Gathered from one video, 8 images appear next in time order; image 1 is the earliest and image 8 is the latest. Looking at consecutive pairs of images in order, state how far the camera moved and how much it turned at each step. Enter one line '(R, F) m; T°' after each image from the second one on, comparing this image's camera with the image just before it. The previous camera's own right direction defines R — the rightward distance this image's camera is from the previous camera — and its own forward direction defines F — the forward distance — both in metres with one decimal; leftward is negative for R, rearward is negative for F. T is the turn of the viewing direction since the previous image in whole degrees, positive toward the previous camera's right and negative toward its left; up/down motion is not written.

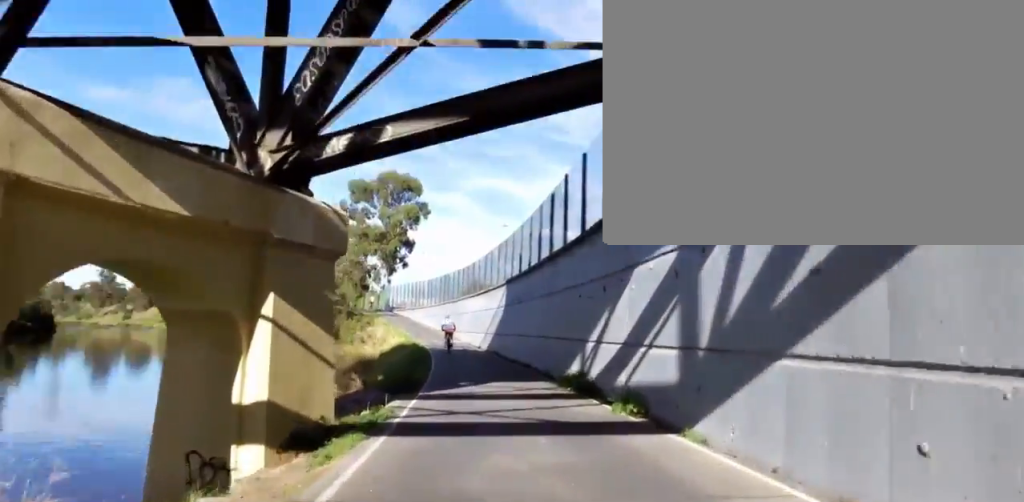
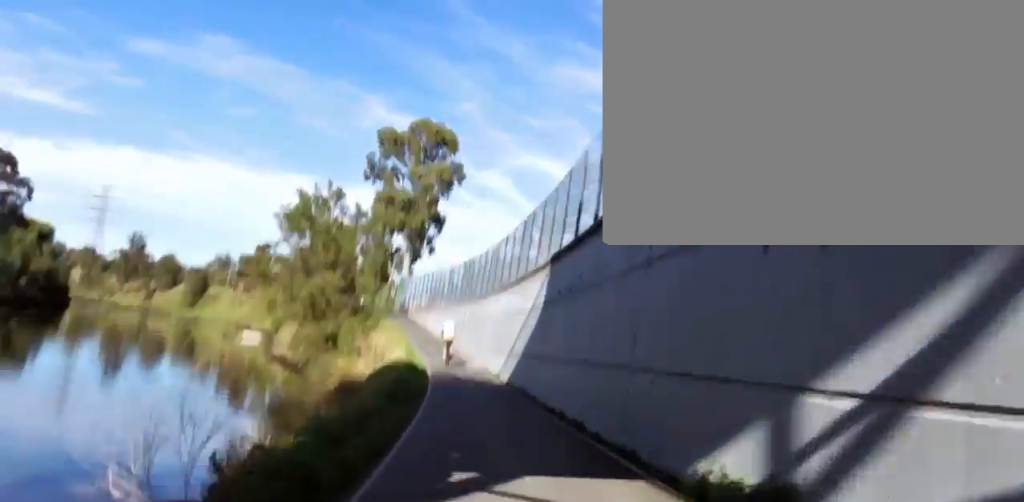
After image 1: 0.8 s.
(-0.2, +8.5) m; -2°
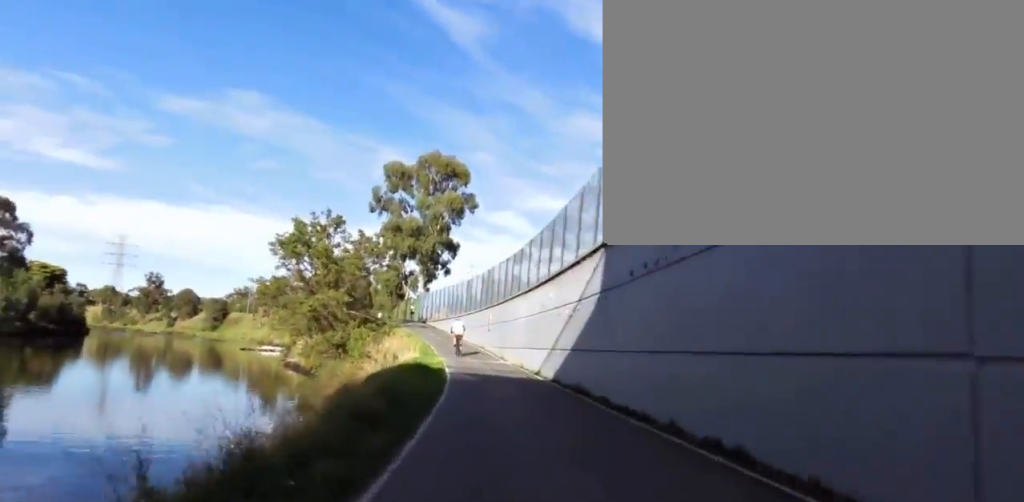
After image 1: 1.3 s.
(+0.1, +6.3) m; 0°
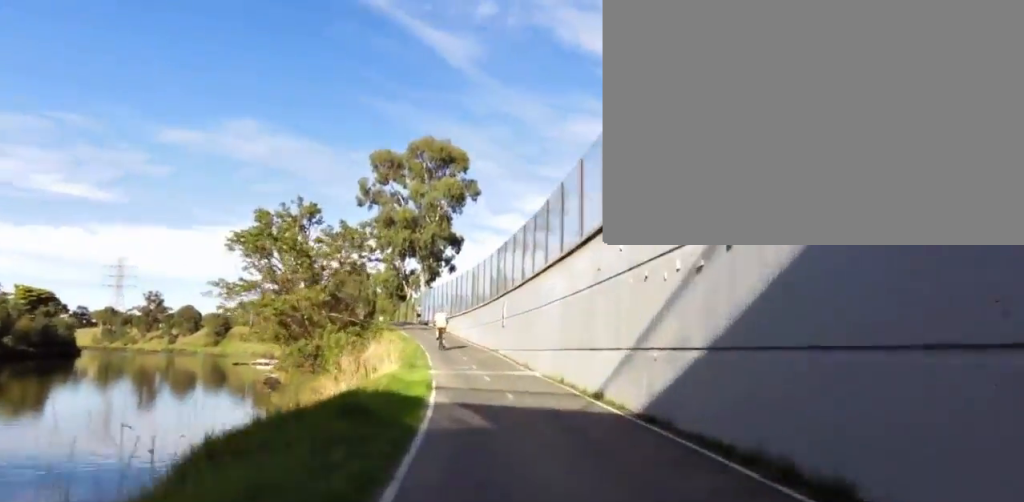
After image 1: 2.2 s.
(-0.2, +9.0) m; -1°
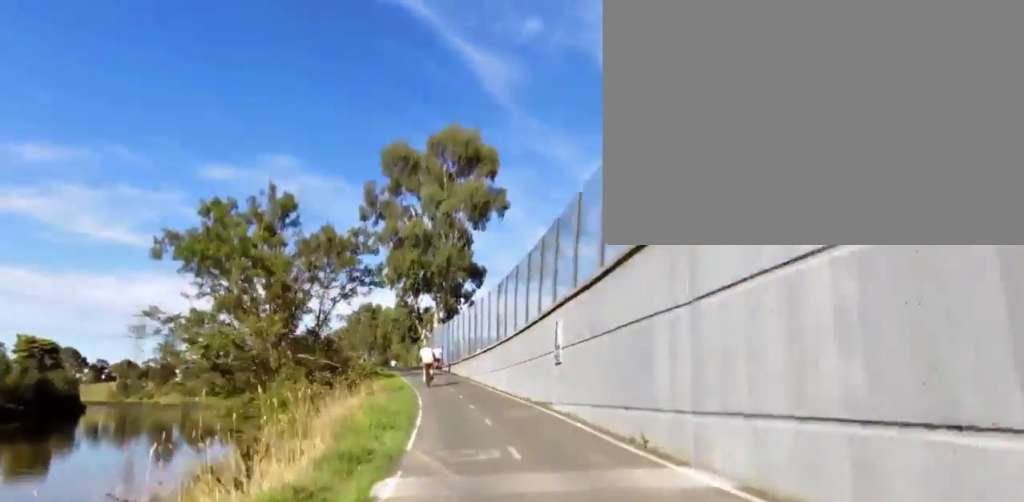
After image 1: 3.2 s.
(-0.1, +11.2) m; -1°
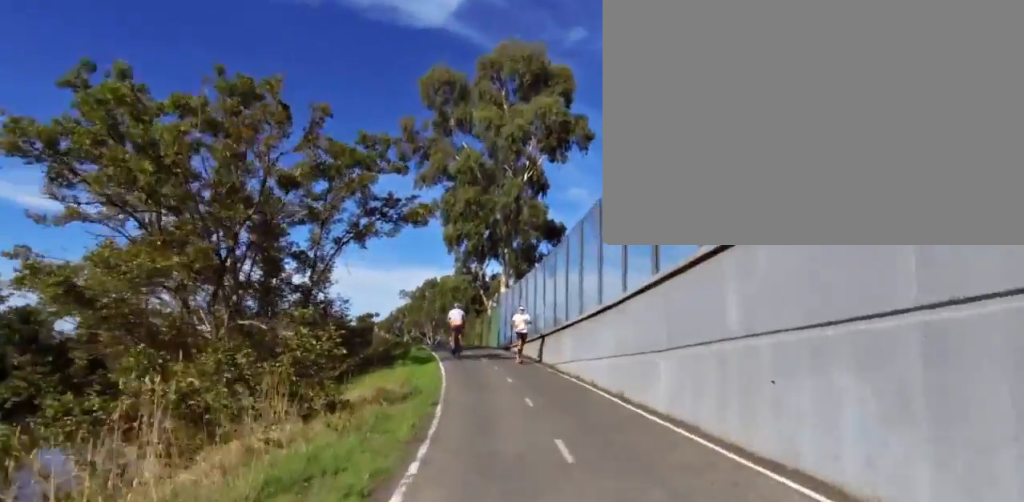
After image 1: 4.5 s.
(-1.1, +13.2) m; -10°
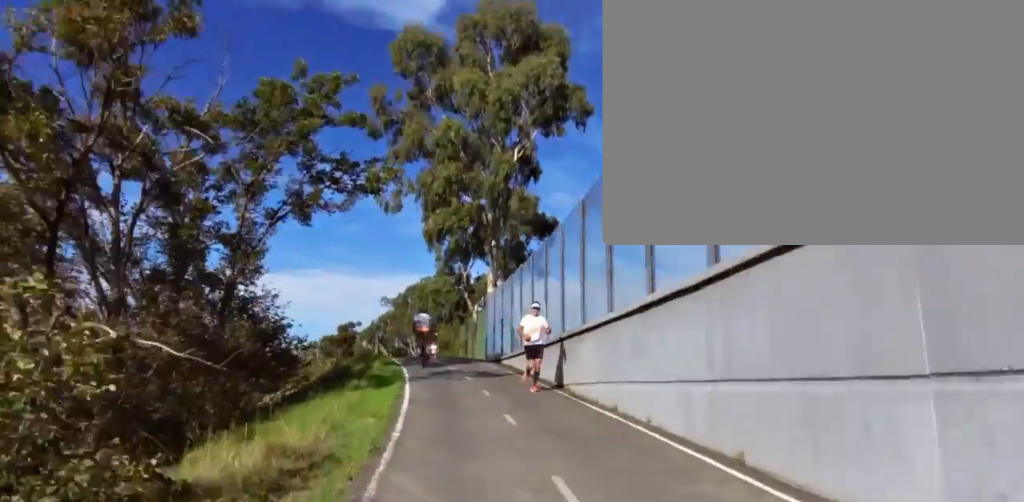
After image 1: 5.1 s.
(-1.0, +5.2) m; 0°
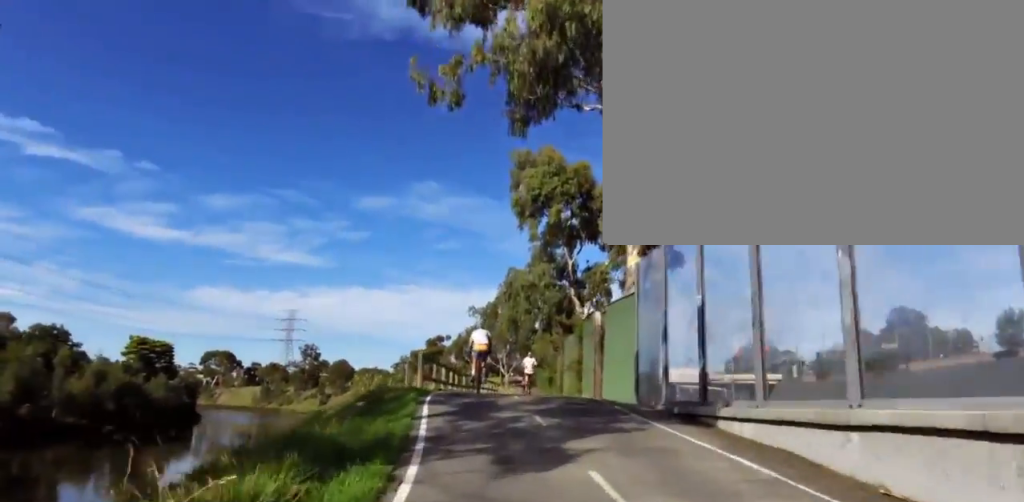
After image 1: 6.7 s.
(+0.7, +14.9) m; -4°
